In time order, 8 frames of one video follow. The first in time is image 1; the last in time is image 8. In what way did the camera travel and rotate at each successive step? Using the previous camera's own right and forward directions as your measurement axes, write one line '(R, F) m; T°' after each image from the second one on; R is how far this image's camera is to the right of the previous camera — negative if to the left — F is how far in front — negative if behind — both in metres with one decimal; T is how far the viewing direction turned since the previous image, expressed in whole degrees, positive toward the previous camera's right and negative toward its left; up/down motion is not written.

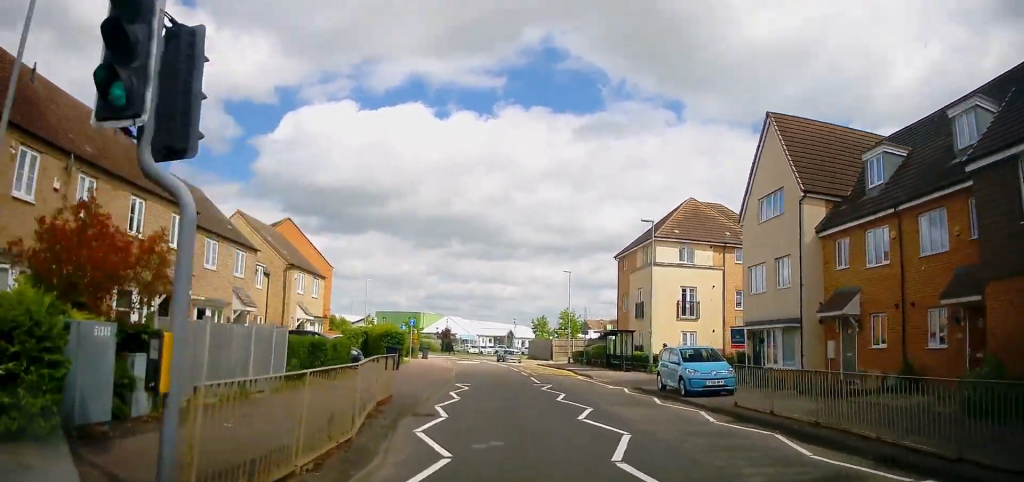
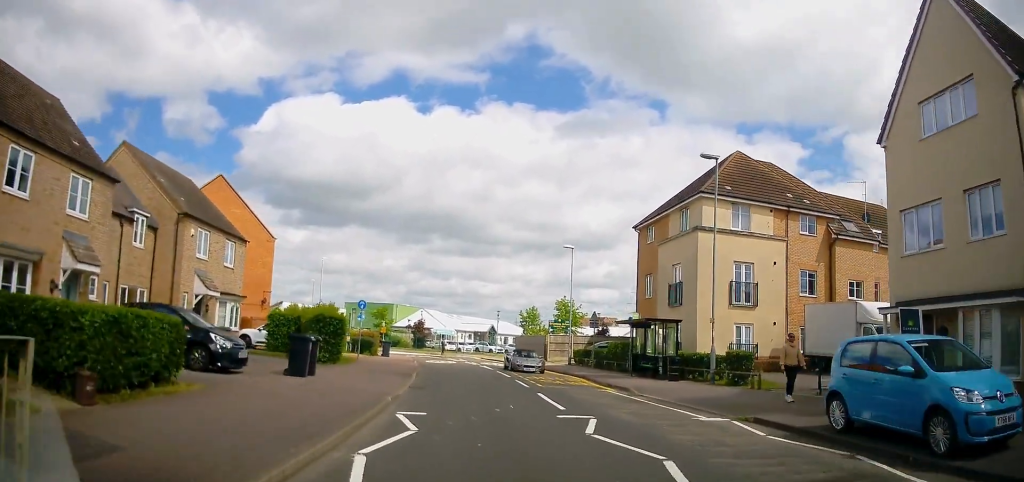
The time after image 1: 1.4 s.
(+0.5, +11.5) m; +1°
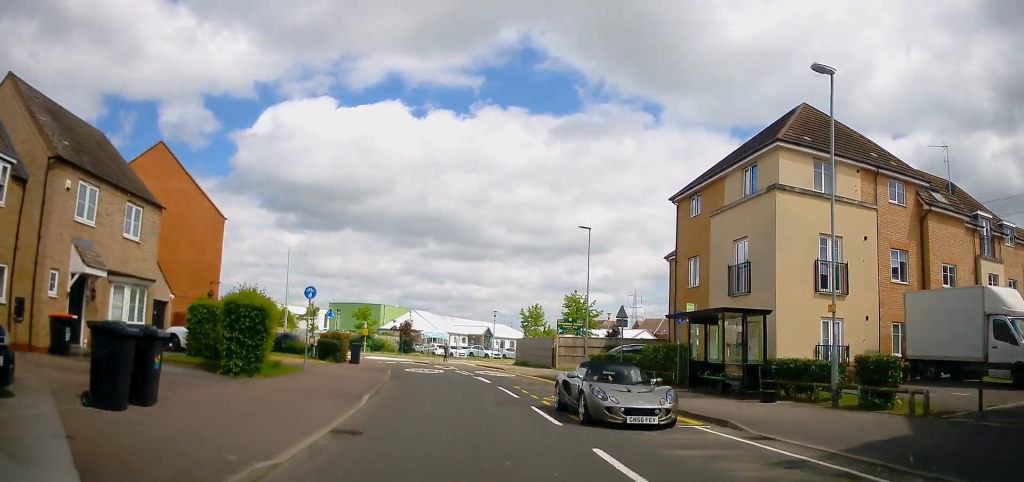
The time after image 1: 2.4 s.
(-0.3, +8.3) m; +1°
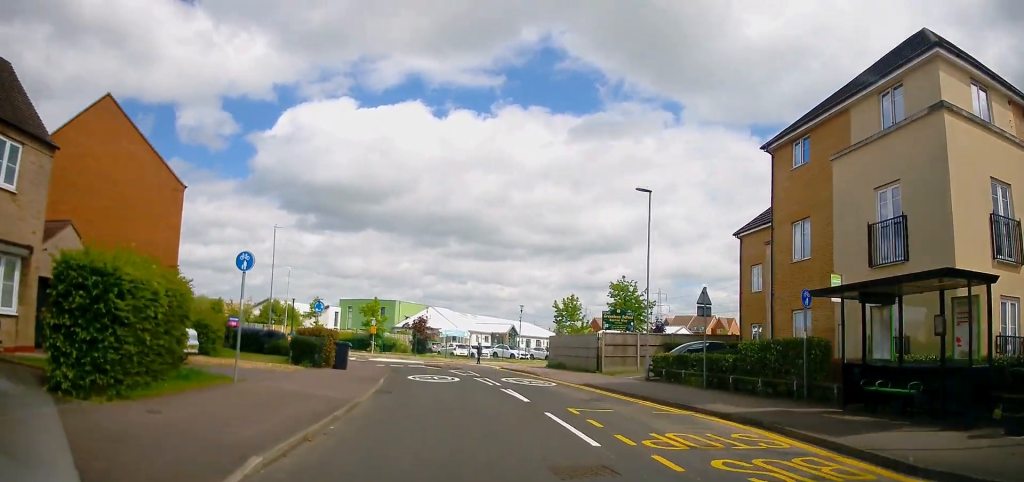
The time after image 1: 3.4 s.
(+0.4, +7.9) m; +2°
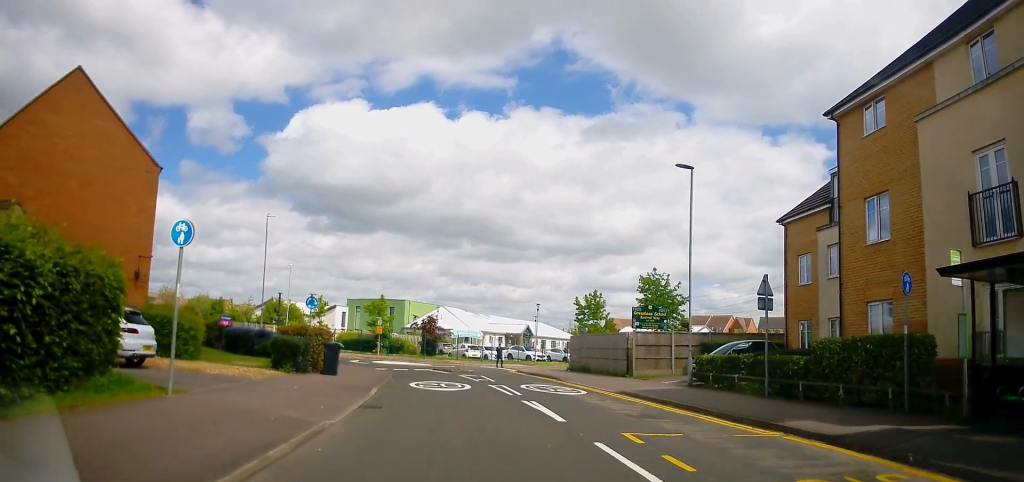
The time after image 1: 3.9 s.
(+0.1, +3.7) m; -2°
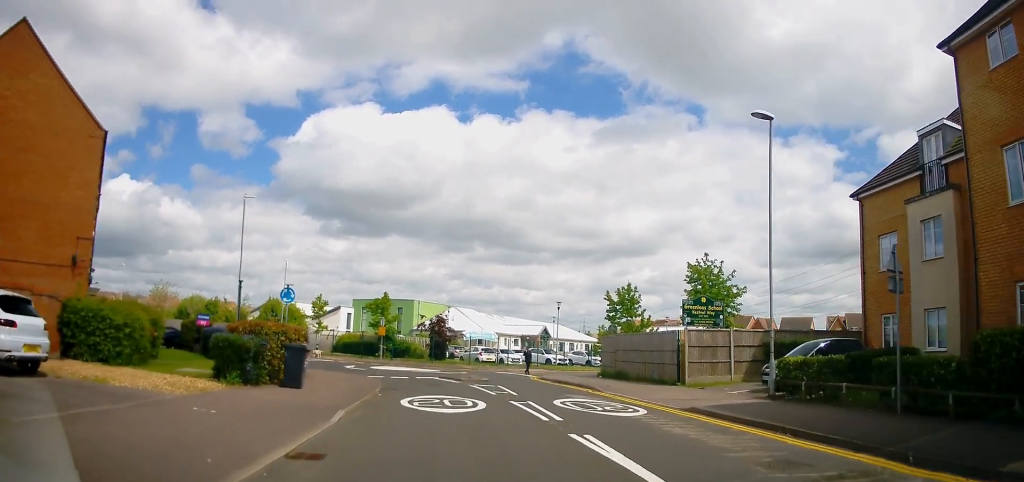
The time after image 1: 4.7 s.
(-0.3, +5.3) m; -6°
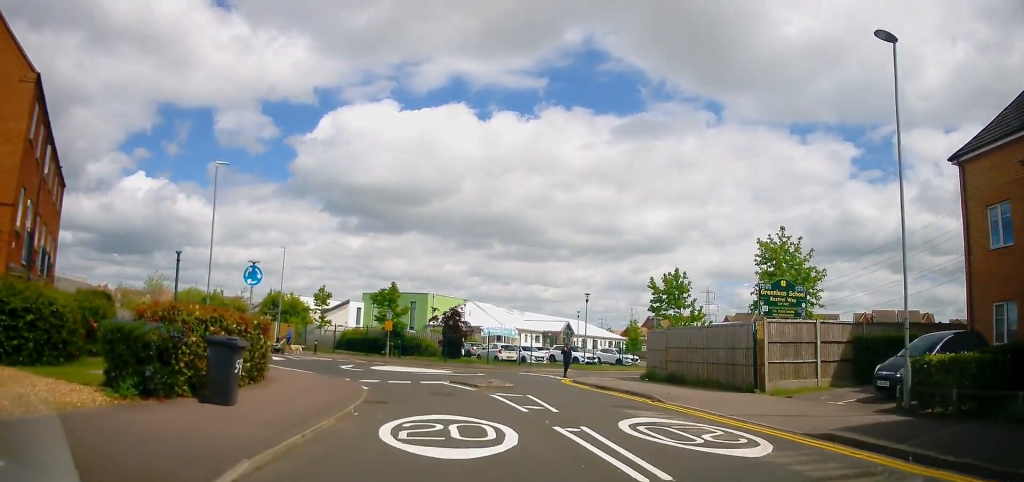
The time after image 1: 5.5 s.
(-0.3, +5.2) m; -4°
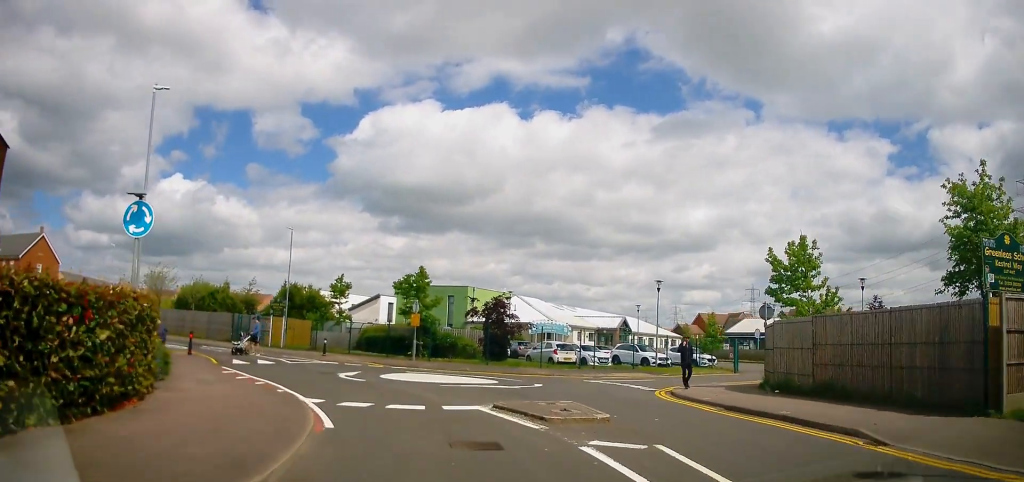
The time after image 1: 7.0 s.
(0.0, +8.3) m; -1°
